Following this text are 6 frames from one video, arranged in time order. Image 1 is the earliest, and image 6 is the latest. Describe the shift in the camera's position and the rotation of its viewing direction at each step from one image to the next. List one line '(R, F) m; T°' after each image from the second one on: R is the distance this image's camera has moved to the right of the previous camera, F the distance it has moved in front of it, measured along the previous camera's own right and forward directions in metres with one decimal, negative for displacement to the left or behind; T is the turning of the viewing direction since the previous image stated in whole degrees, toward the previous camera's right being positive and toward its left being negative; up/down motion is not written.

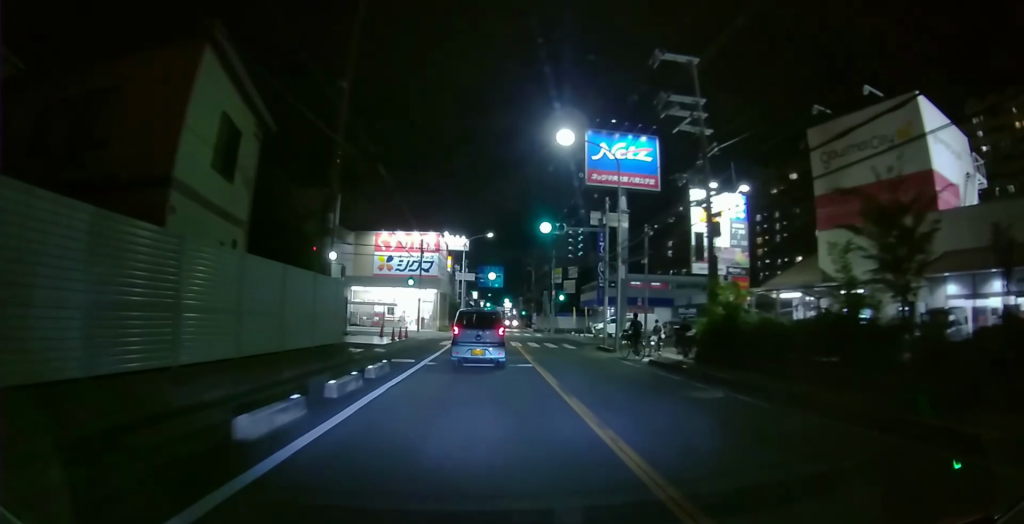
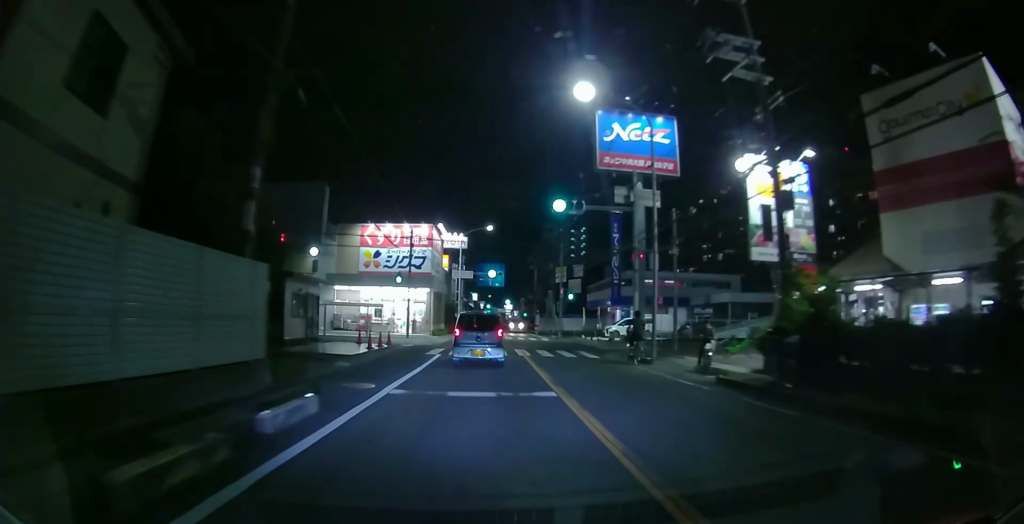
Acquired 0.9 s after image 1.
(0.0, +5.5) m; 0°
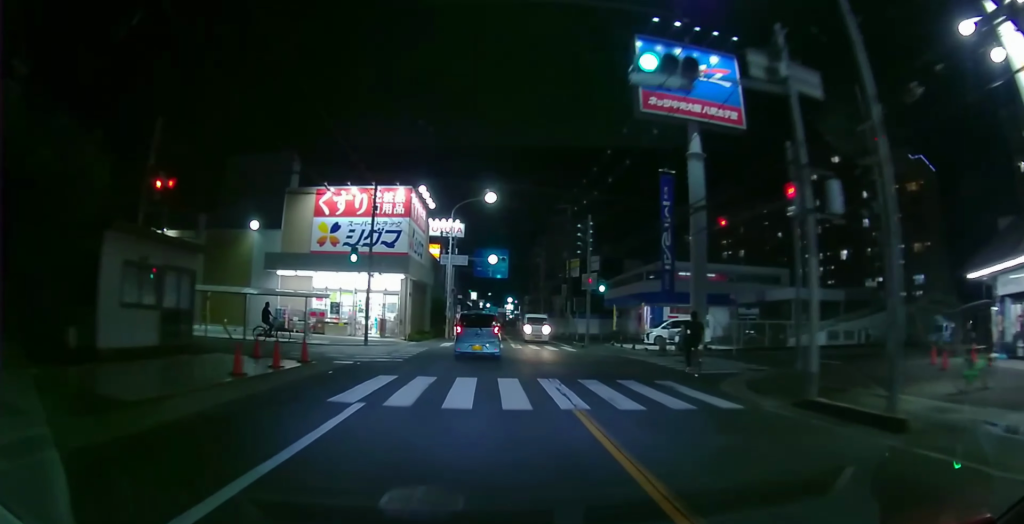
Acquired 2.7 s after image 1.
(0.0, +12.2) m; 0°
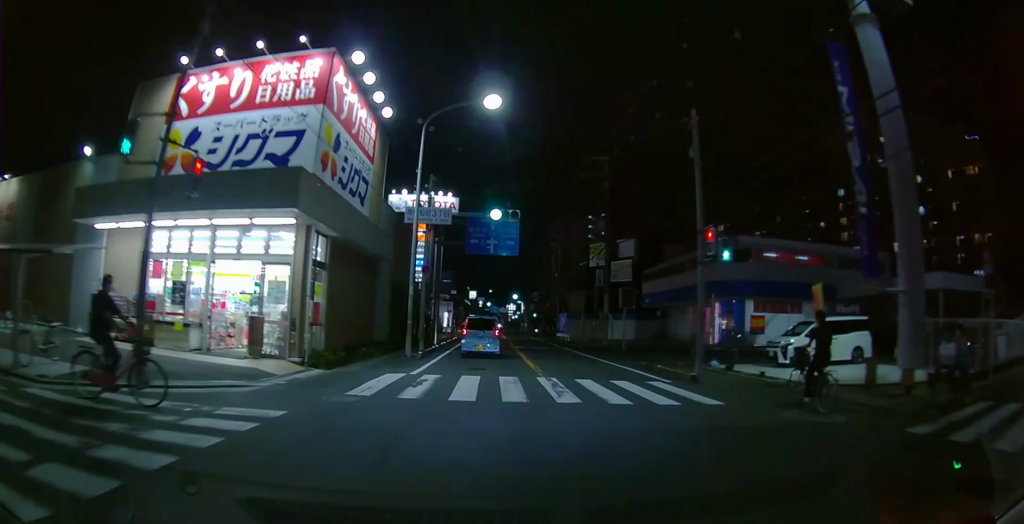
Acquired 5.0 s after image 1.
(-0.3, +16.6) m; -1°
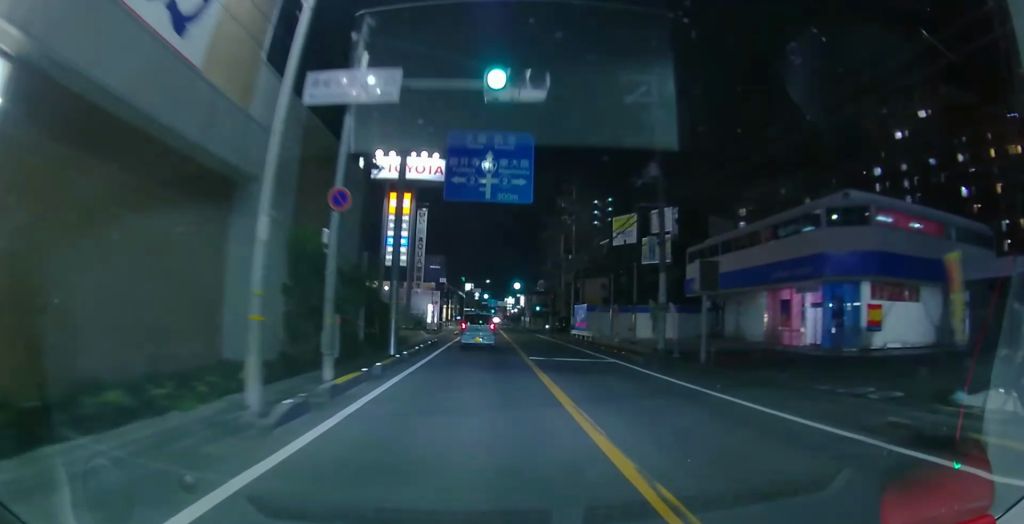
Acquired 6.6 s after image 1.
(+0.1, +12.2) m; +1°
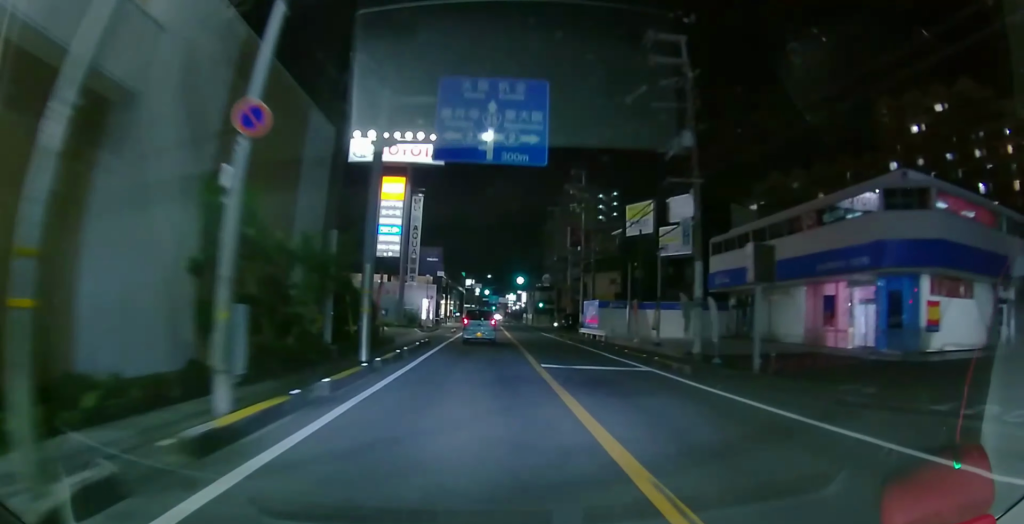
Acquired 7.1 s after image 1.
(0.0, +4.1) m; +1°
